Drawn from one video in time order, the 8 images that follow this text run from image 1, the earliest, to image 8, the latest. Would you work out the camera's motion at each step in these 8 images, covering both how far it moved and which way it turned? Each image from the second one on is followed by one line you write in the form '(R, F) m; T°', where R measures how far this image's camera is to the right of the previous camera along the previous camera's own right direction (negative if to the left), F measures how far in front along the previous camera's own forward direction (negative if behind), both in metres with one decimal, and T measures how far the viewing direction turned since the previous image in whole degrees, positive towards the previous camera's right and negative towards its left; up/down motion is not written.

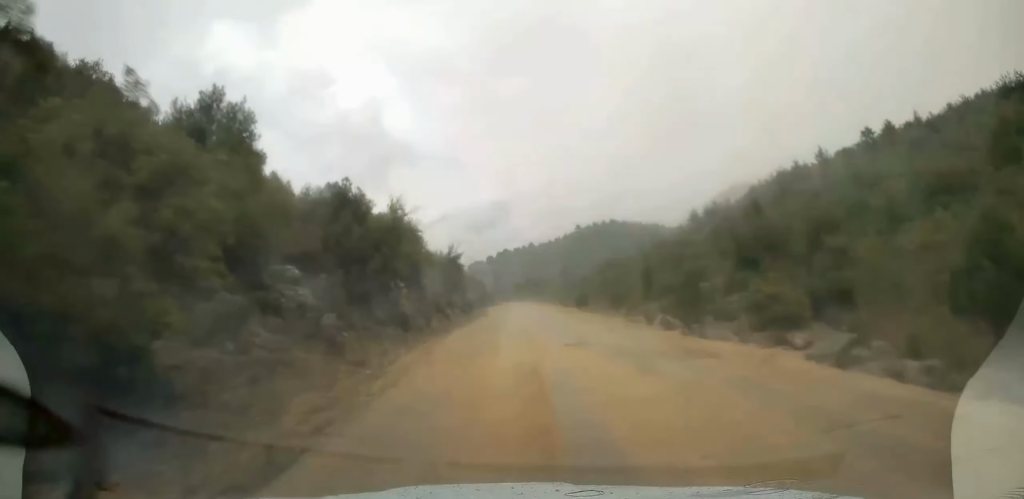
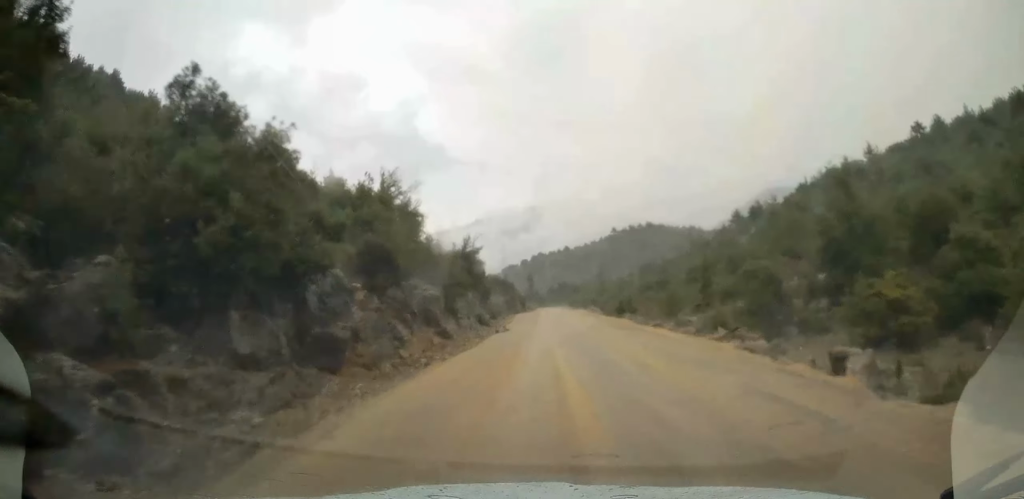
(-0.5, +12.8) m; -2°
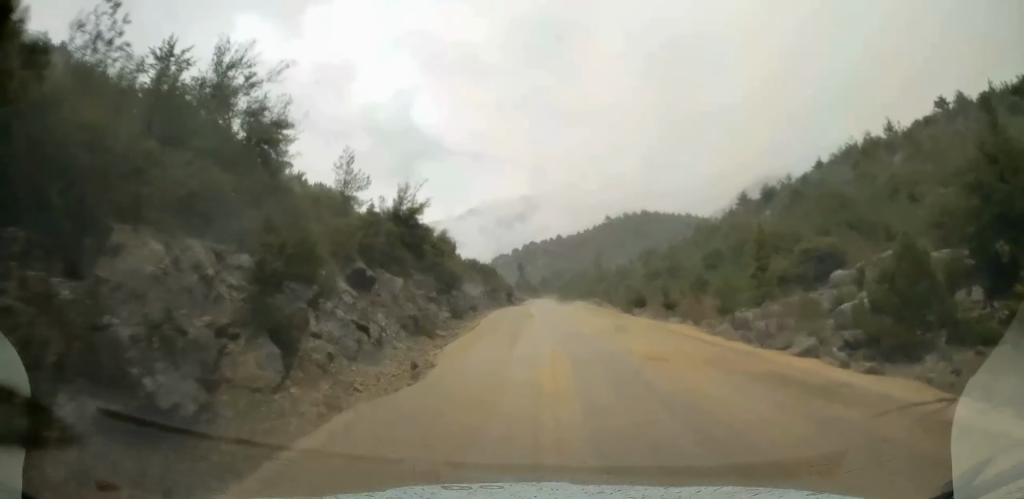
(-0.1, +20.0) m; 0°
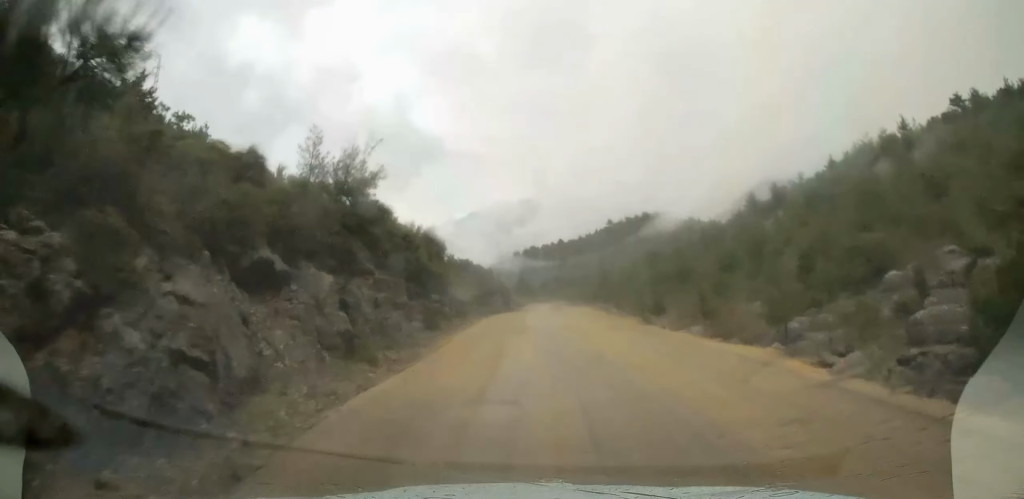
(0.0, +8.5) m; 0°
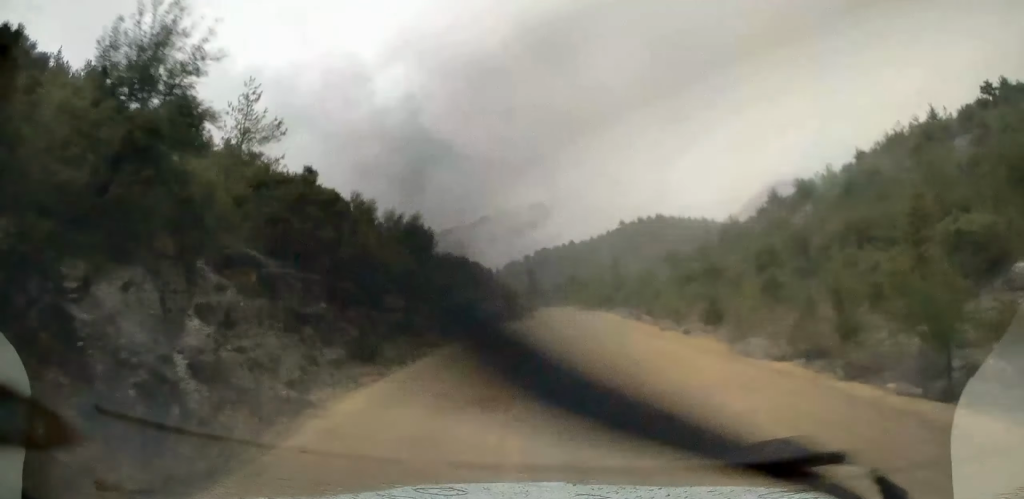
(0.0, +12.5) m; -1°
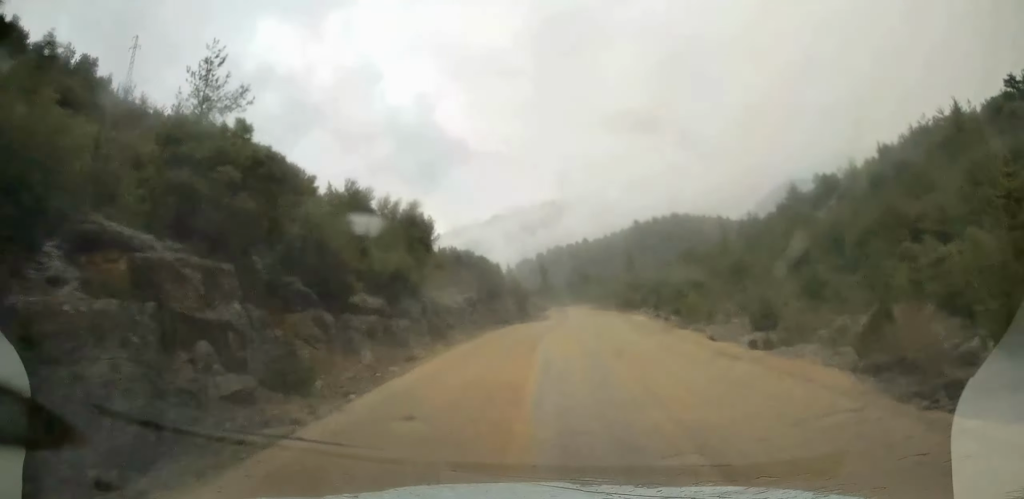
(-0.1, +6.1) m; 0°
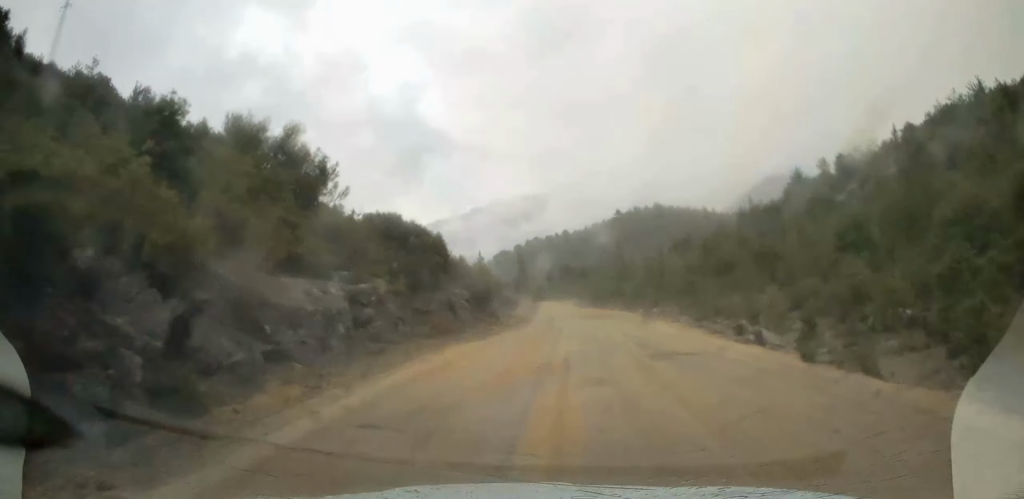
(+0.3, +20.5) m; +2°
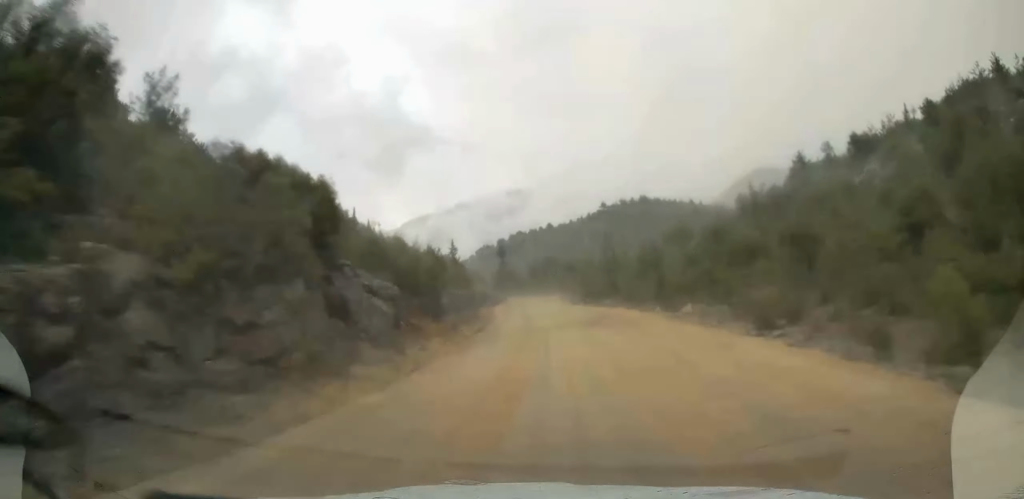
(+0.1, +15.0) m; 0°
